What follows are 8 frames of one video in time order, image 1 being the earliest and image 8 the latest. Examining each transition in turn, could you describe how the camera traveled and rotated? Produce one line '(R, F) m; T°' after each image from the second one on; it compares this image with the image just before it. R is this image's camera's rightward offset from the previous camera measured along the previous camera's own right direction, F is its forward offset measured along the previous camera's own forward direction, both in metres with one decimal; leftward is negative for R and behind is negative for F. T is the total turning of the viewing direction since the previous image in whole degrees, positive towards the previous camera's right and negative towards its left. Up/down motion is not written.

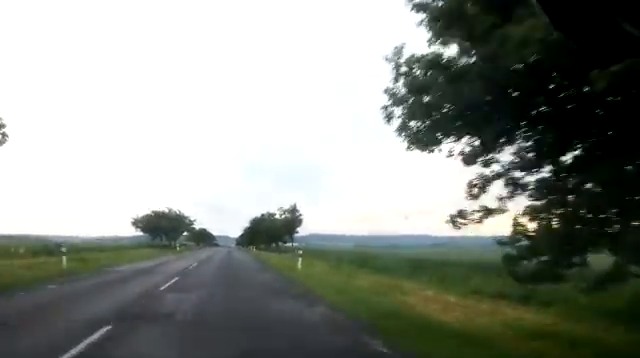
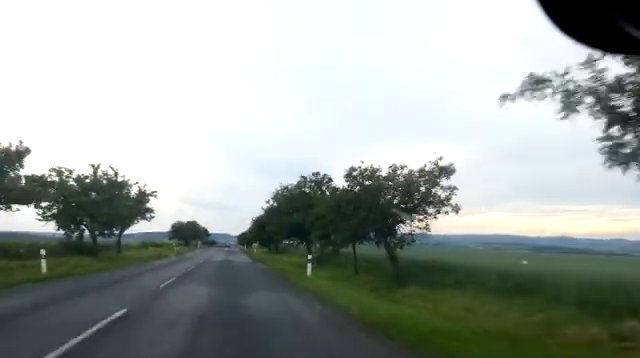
(+0.1, +41.9) m; 0°
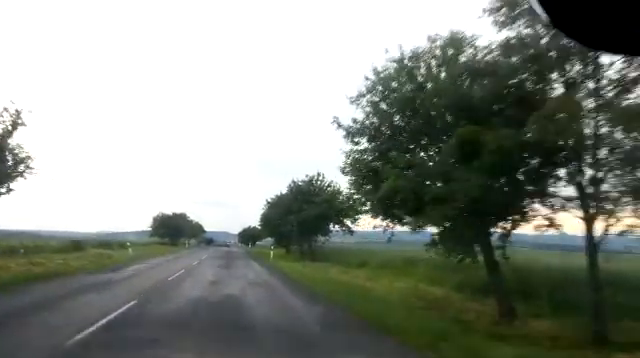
(-0.2, +24.7) m; -1°
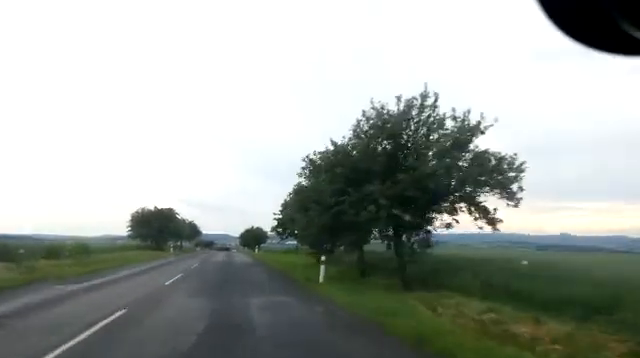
(-0.1, +18.3) m; 0°
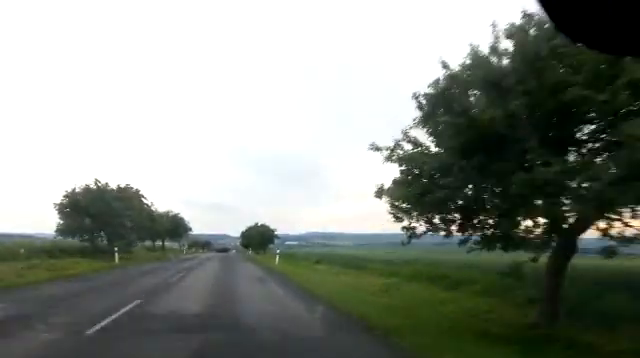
(+0.4, +24.6) m; 0°
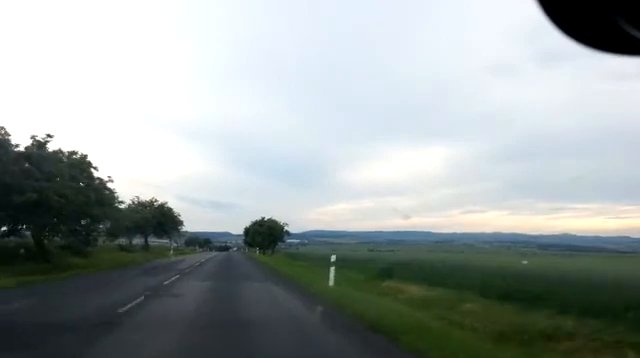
(0.0, +15.5) m; -1°
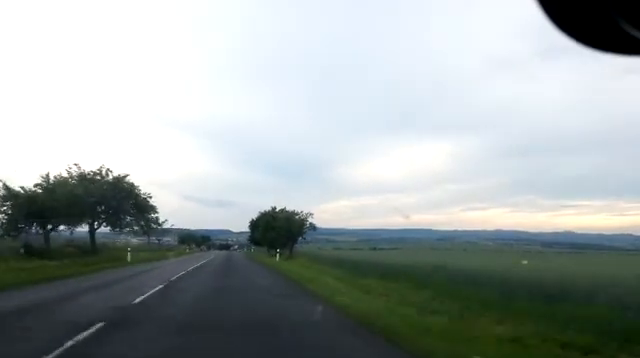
(-0.2, +21.8) m; 0°
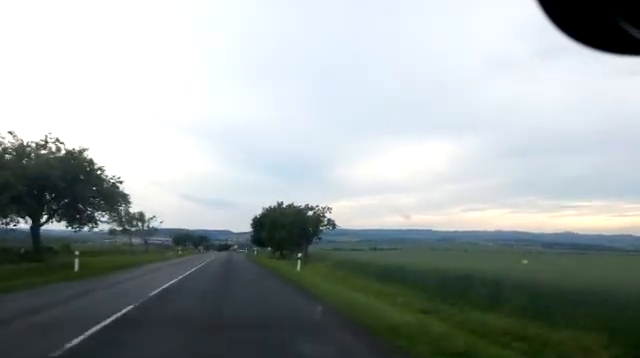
(+0.2, +9.8) m; 0°
